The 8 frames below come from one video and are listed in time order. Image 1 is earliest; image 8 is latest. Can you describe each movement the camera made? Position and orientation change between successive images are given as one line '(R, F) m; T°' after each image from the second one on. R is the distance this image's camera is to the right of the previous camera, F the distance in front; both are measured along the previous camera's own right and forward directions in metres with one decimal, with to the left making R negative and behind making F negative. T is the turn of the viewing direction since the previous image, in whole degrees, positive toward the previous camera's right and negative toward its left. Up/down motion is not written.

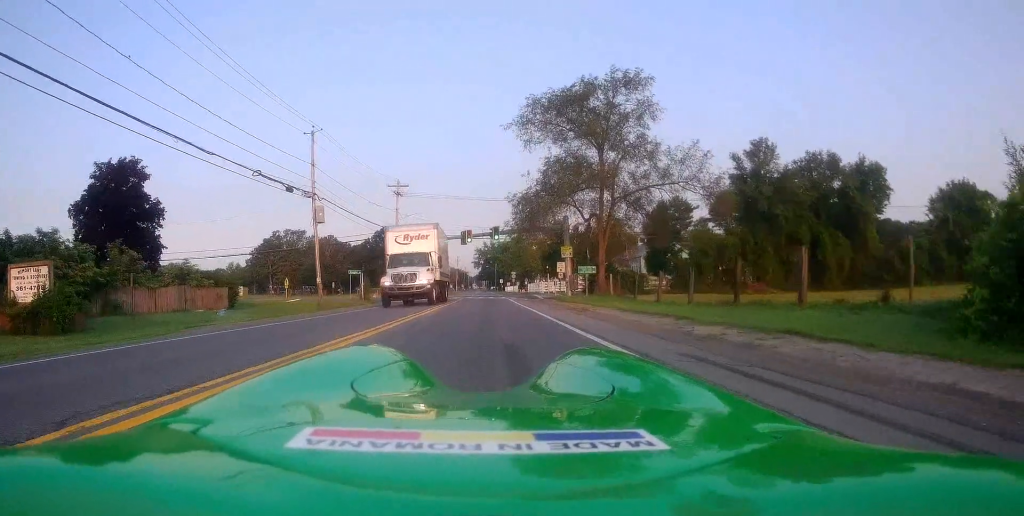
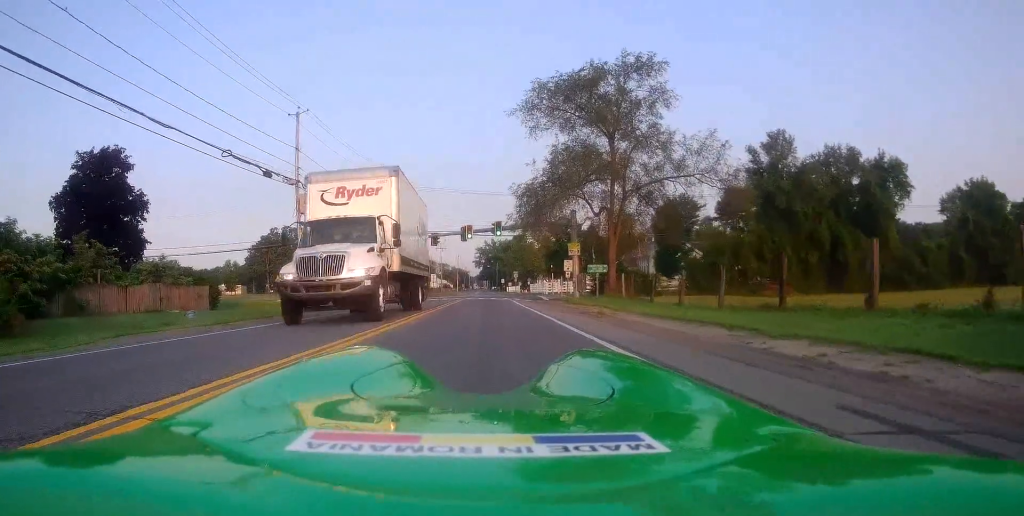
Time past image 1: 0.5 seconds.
(0.0, +3.4) m; 0°
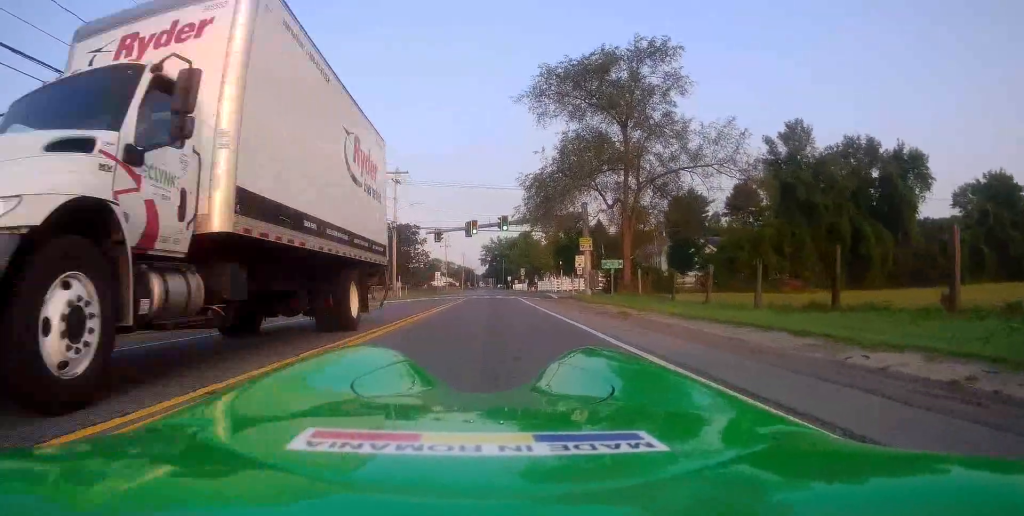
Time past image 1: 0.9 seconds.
(0.0, +2.8) m; 0°
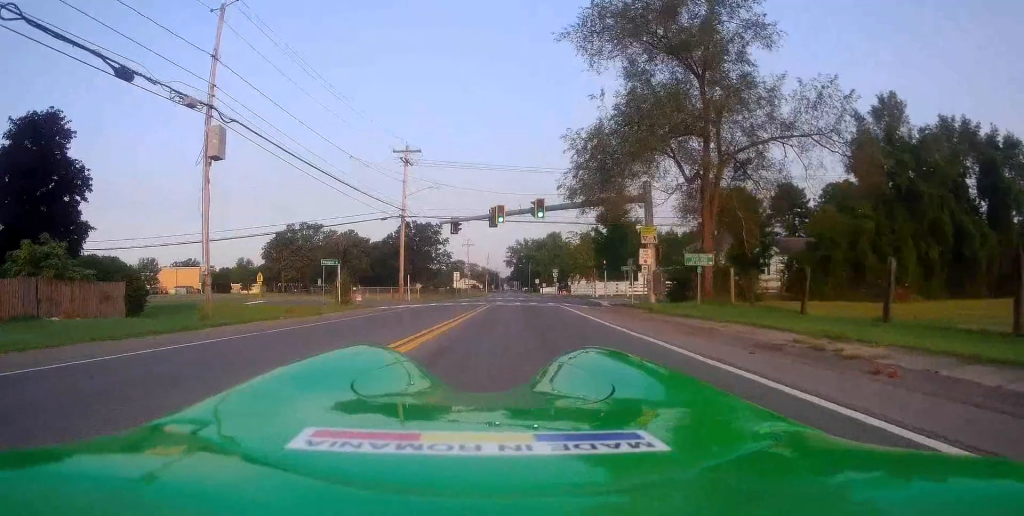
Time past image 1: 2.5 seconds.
(0.0, +10.7) m; 0°
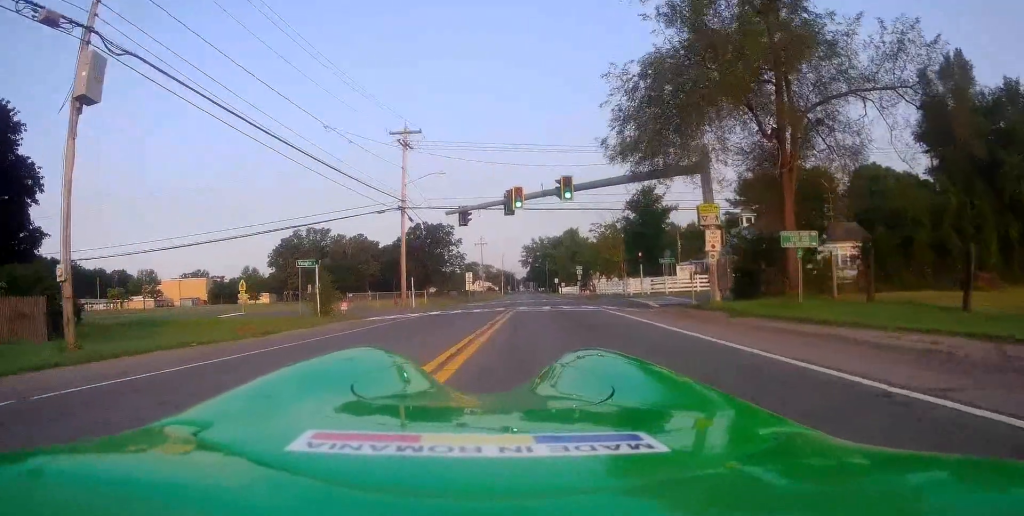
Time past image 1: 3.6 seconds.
(0.0, +7.4) m; +2°
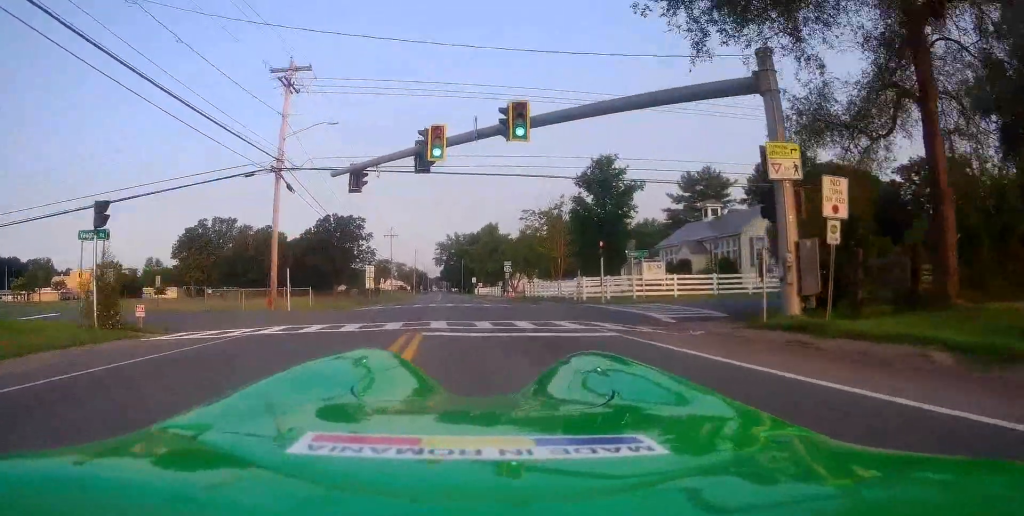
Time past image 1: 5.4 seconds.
(+0.6, +12.0) m; +5°
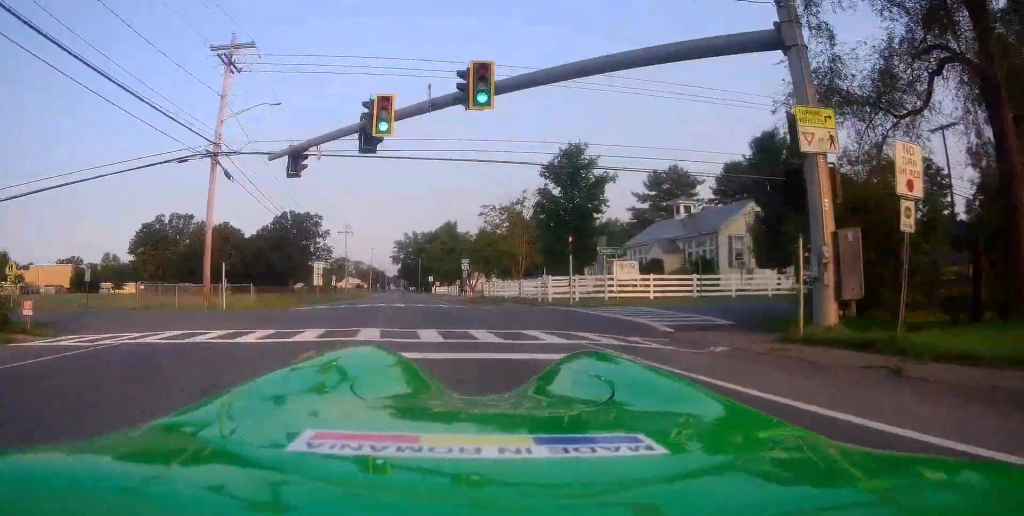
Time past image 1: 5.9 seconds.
(-0.4, +3.3) m; +5°
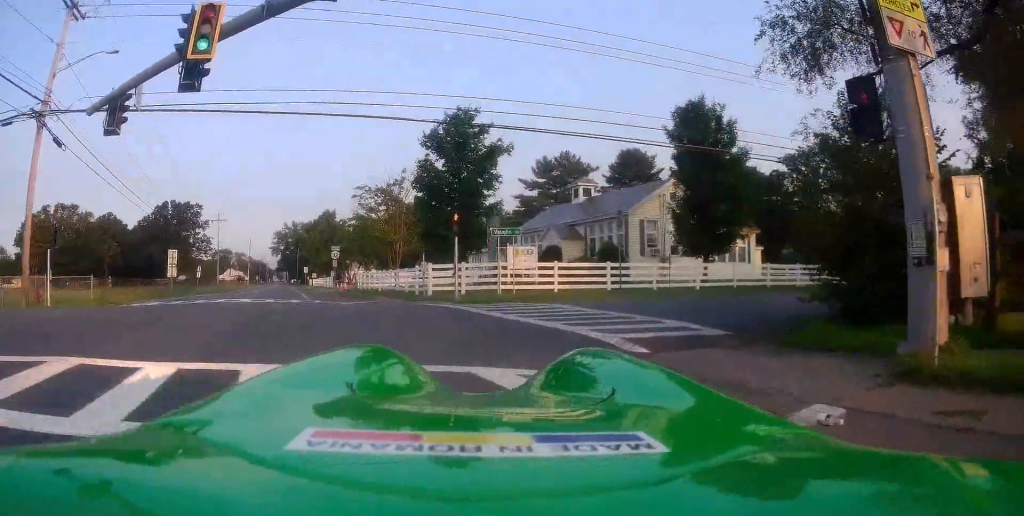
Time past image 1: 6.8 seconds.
(+0.8, +5.4) m; +11°
